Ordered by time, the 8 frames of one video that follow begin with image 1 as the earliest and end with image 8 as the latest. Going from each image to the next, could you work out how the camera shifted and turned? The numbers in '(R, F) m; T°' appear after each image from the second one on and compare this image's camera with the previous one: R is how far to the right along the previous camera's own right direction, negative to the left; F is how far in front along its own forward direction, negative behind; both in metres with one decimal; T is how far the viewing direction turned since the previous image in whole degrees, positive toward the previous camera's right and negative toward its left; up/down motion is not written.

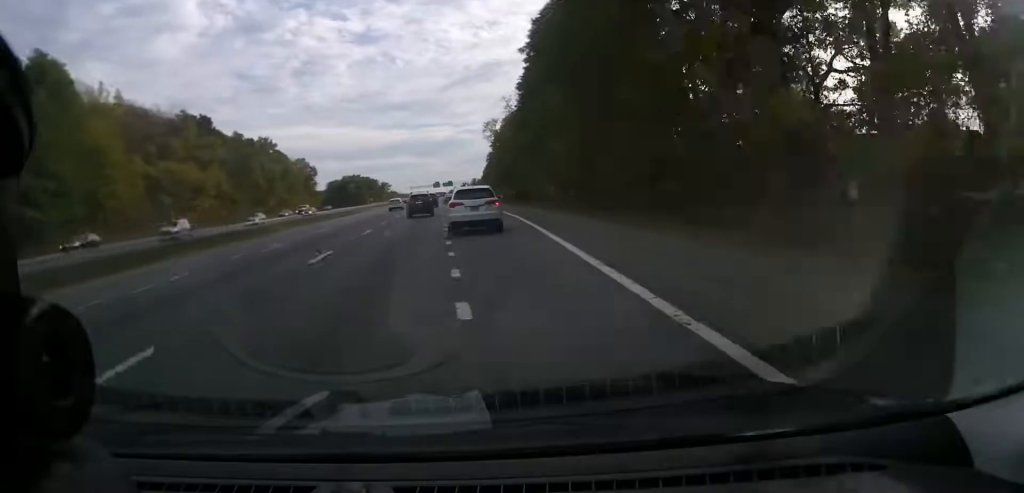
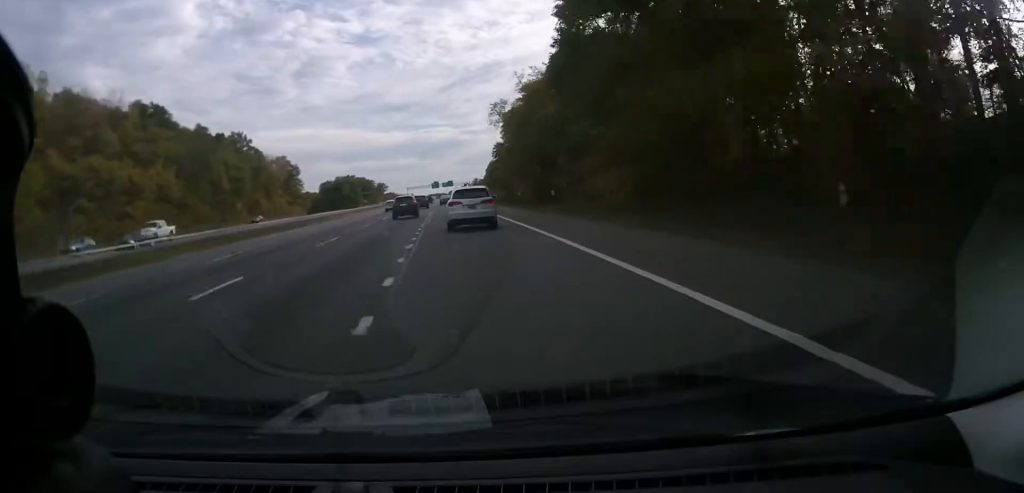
(+0.2, +29.3) m; 0°
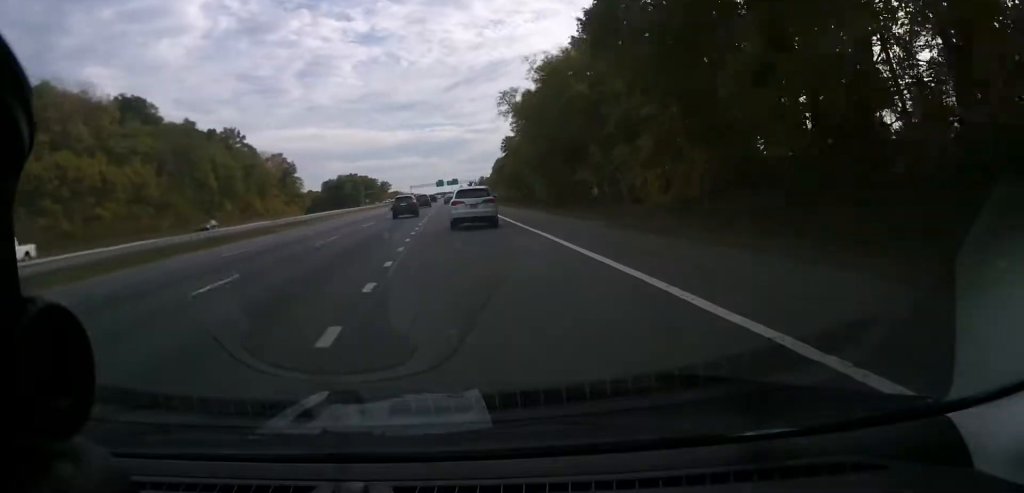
(0.0, +11.3) m; 0°
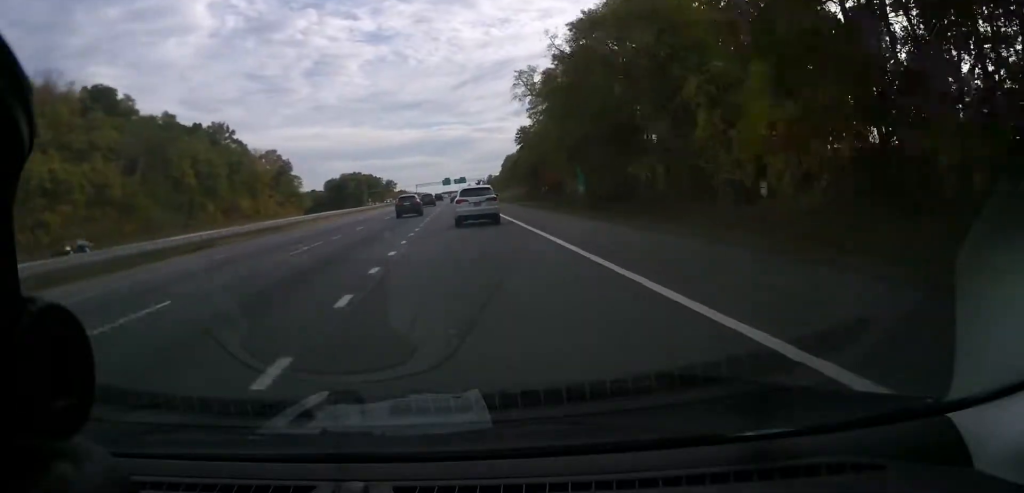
(0.0, +15.6) m; 0°
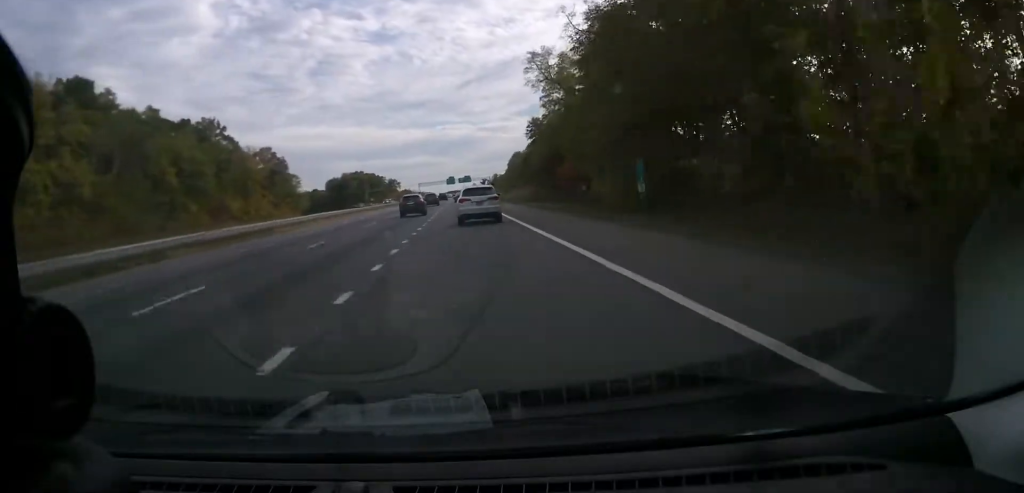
(0.0, +10.5) m; 0°
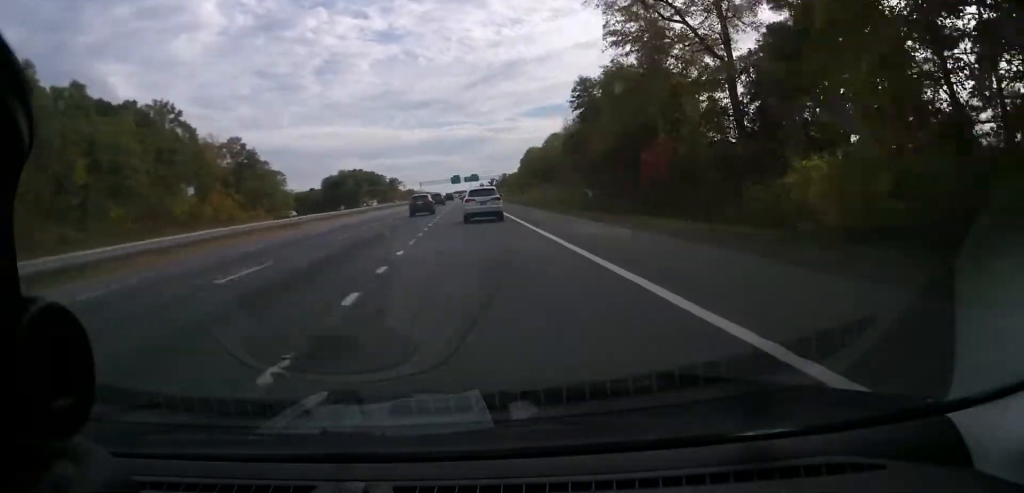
(-0.3, +32.2) m; -1°
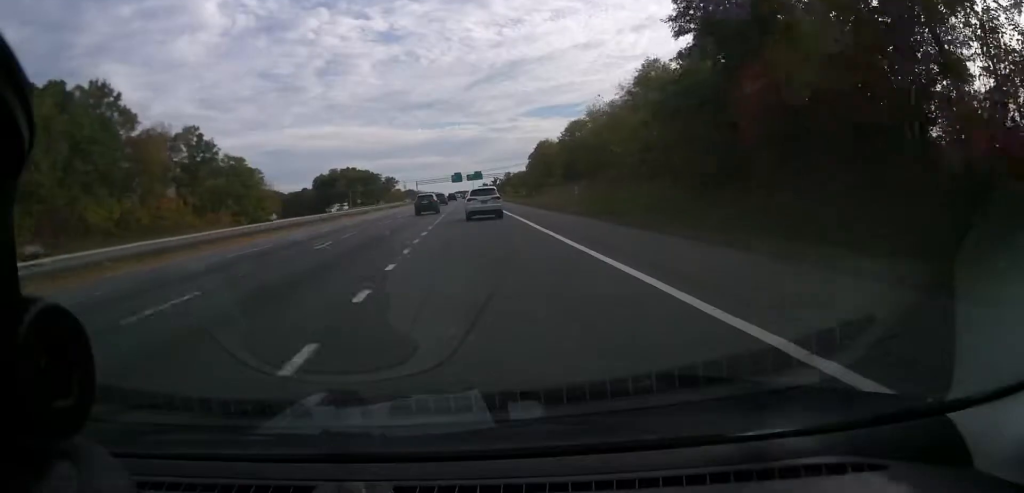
(-0.2, +27.8) m; 0°
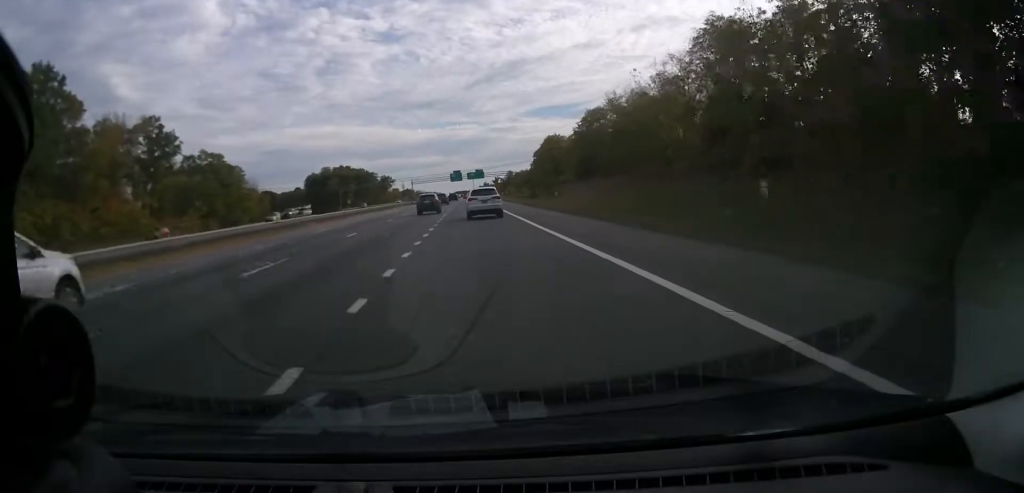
(0.0, +18.4) m; 0°
